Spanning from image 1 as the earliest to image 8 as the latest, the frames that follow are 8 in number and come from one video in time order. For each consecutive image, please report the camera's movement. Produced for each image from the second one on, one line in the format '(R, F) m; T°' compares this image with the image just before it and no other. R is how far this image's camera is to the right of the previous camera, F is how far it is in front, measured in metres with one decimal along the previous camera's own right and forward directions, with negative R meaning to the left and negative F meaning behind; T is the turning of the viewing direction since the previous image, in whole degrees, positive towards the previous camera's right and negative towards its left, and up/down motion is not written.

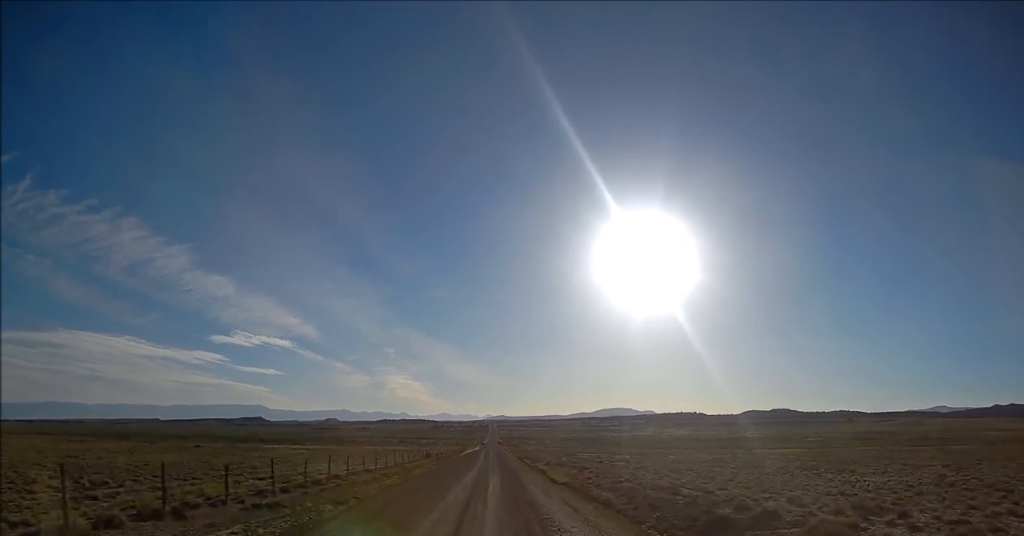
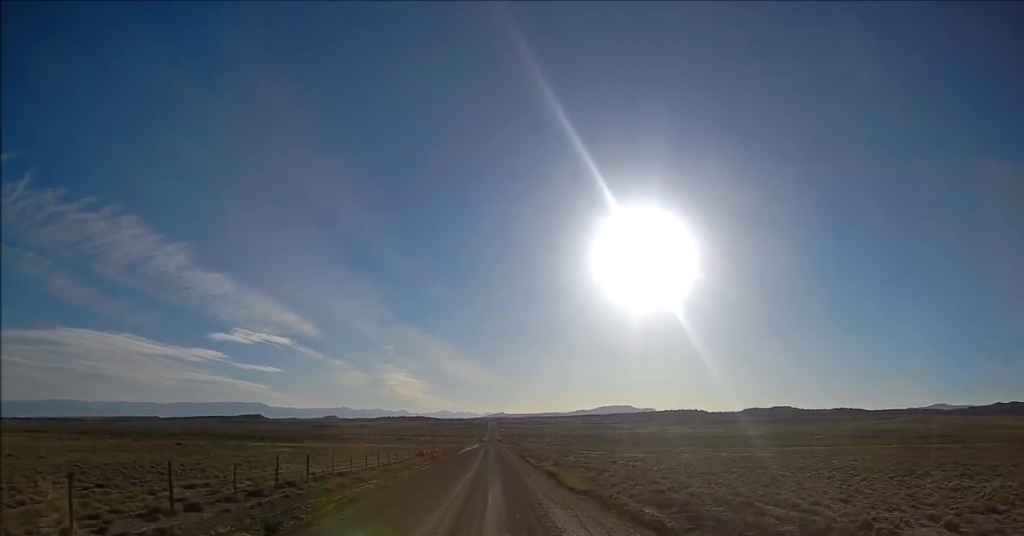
(+0.1, +10.5) m; 0°
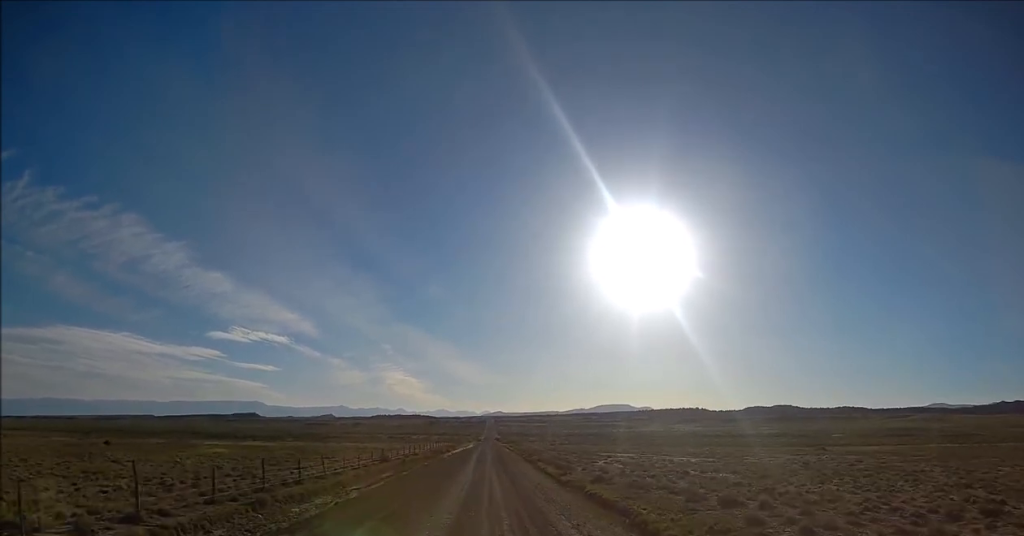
(-0.2, +28.3) m; -1°
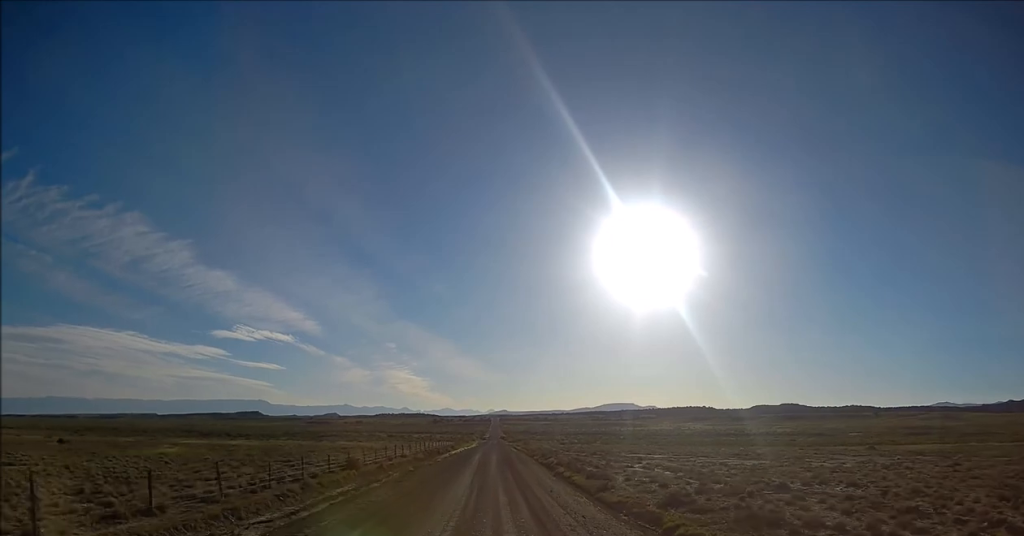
(-0.1, +15.5) m; 0°
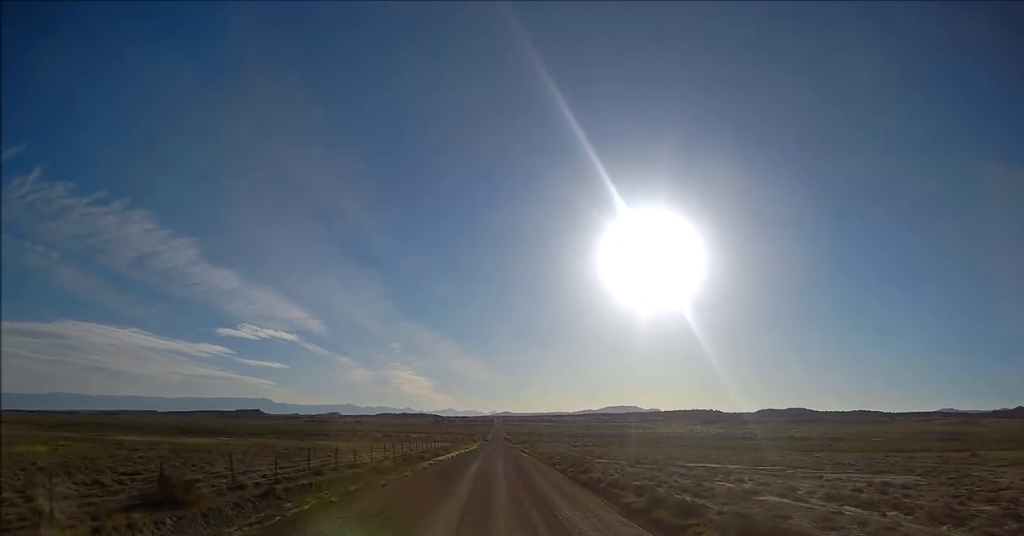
(0.0, +27.0) m; 0°
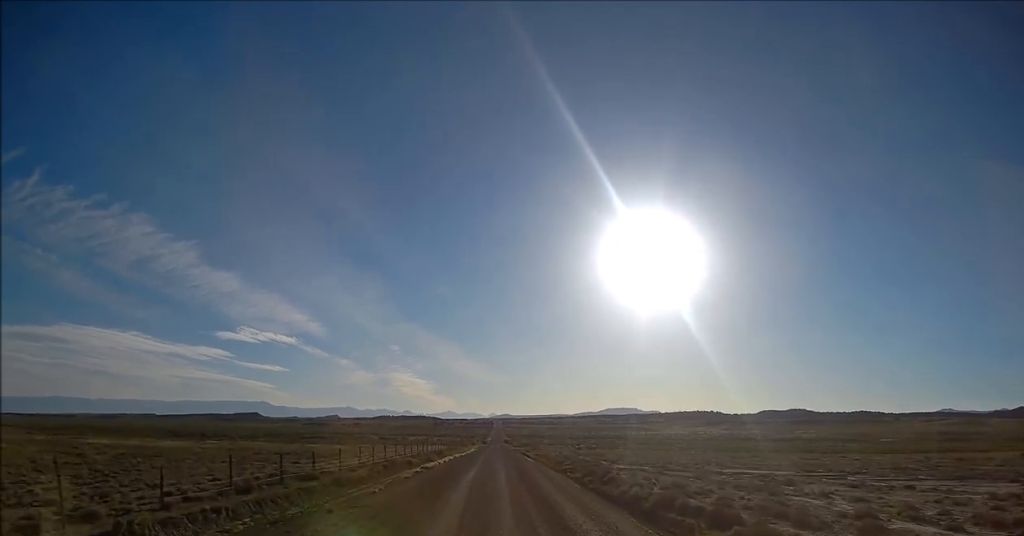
(+0.1, +10.2) m; 0°
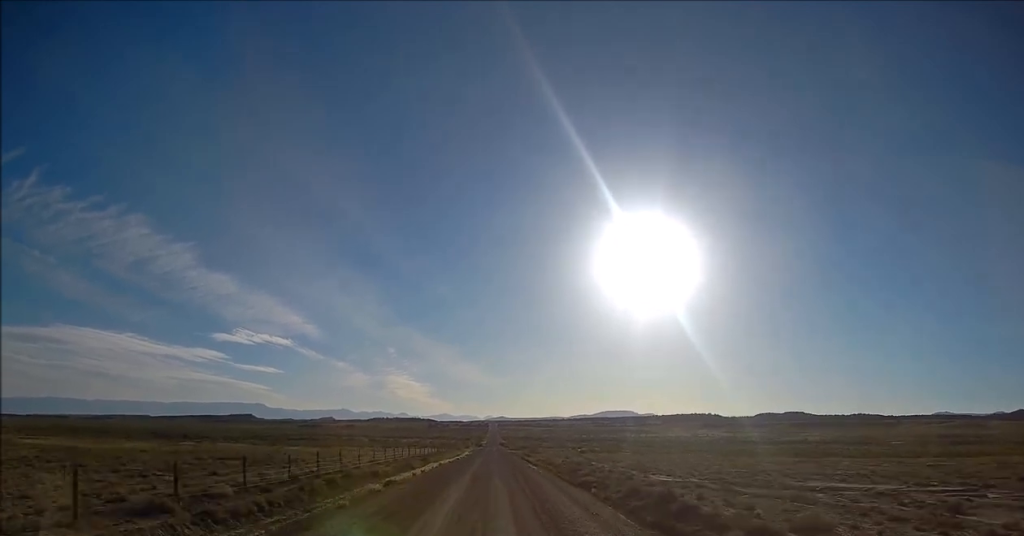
(0.0, +14.7) m; 0°
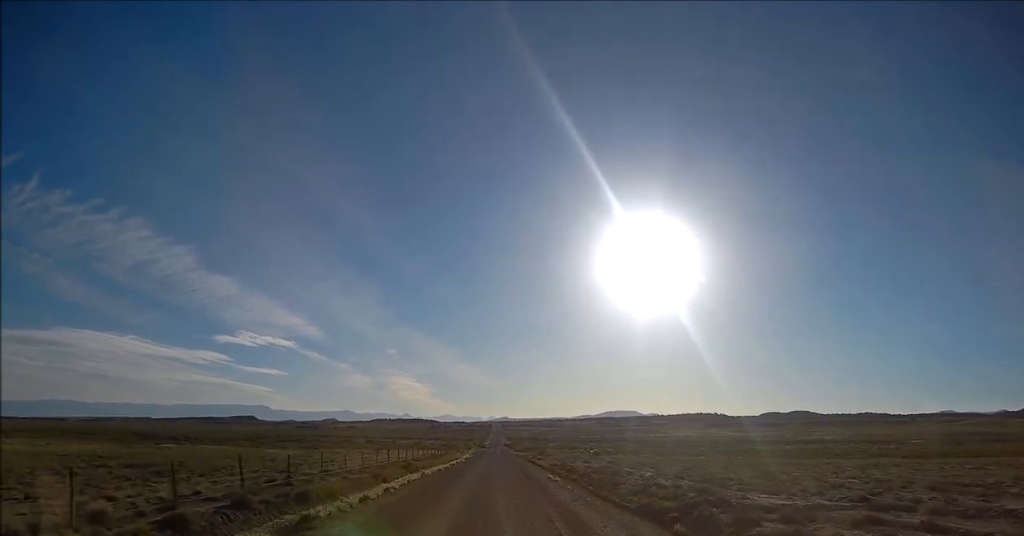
(0.0, +16.7) m; 0°
